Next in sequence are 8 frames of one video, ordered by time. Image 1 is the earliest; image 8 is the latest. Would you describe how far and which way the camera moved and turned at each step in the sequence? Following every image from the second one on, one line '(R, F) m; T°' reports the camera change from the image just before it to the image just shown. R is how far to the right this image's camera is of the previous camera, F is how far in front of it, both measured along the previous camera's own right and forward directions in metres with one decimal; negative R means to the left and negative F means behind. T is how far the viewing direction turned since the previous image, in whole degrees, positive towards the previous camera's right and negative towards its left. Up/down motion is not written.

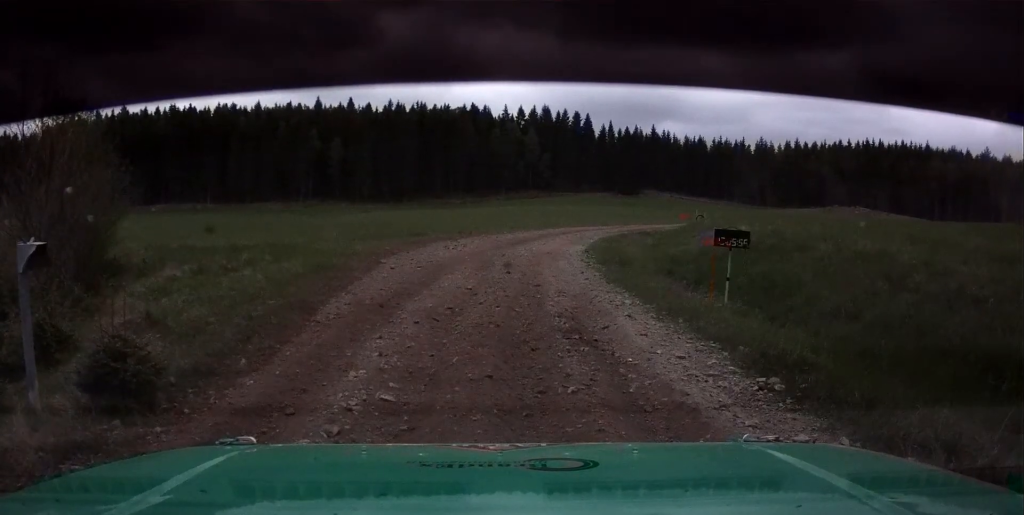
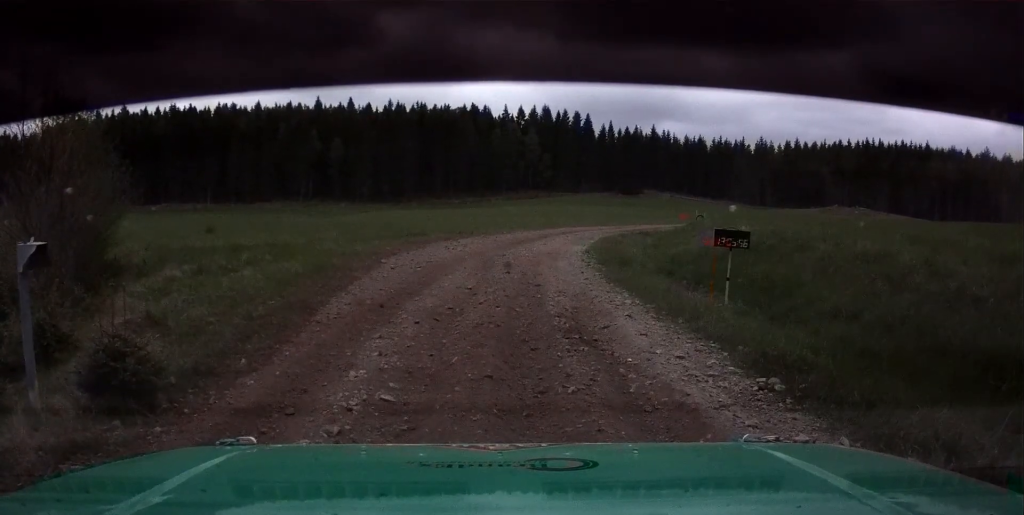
(0.0, 0.0) m; 0°
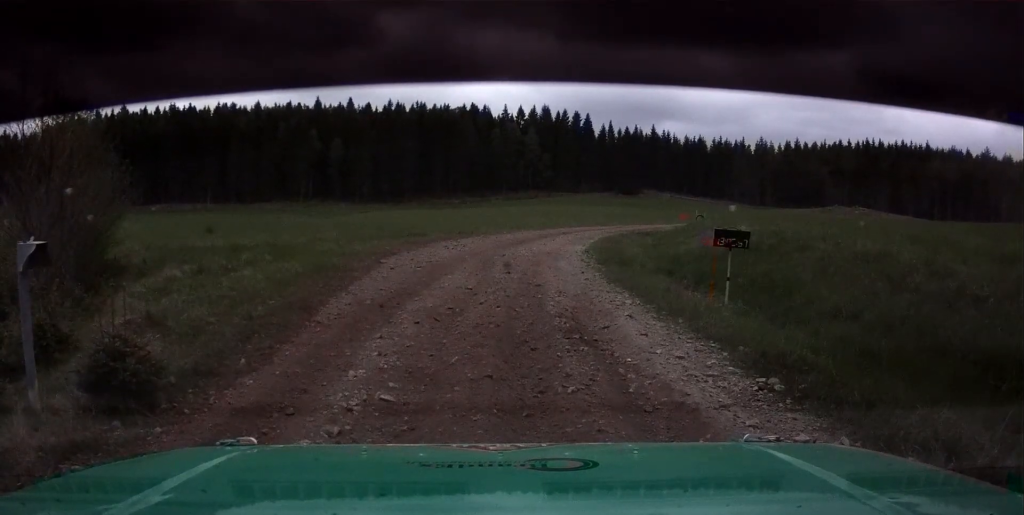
(0.0, 0.0) m; 0°
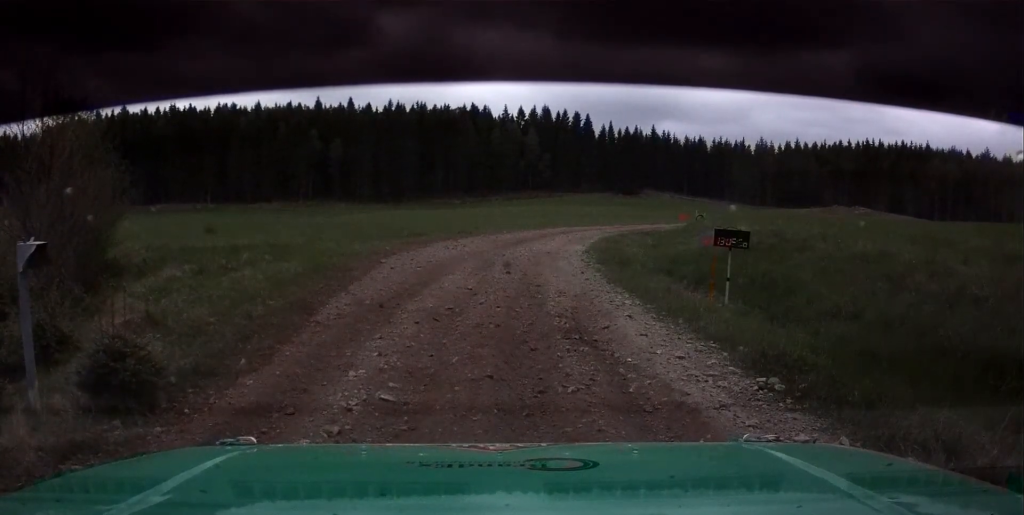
(0.0, 0.0) m; 0°
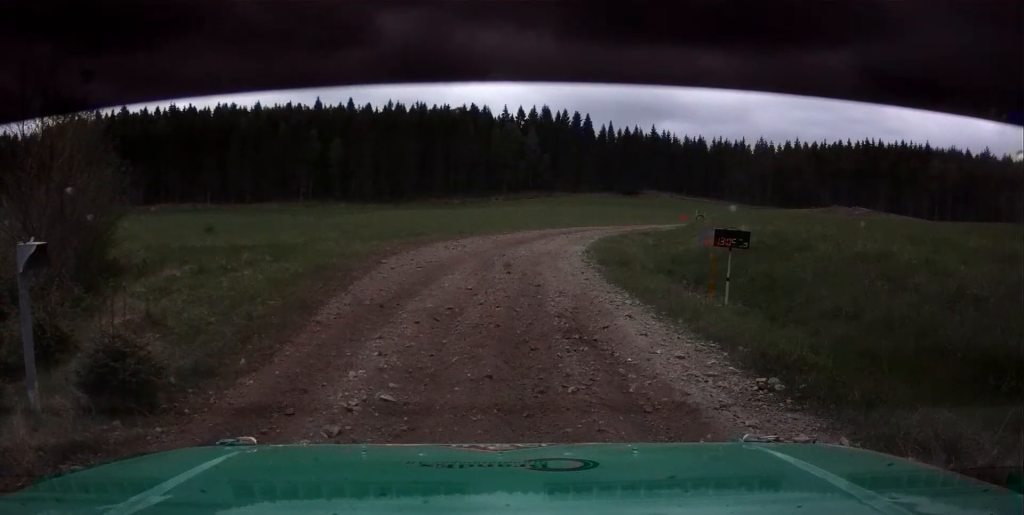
(0.0, 0.0) m; 0°
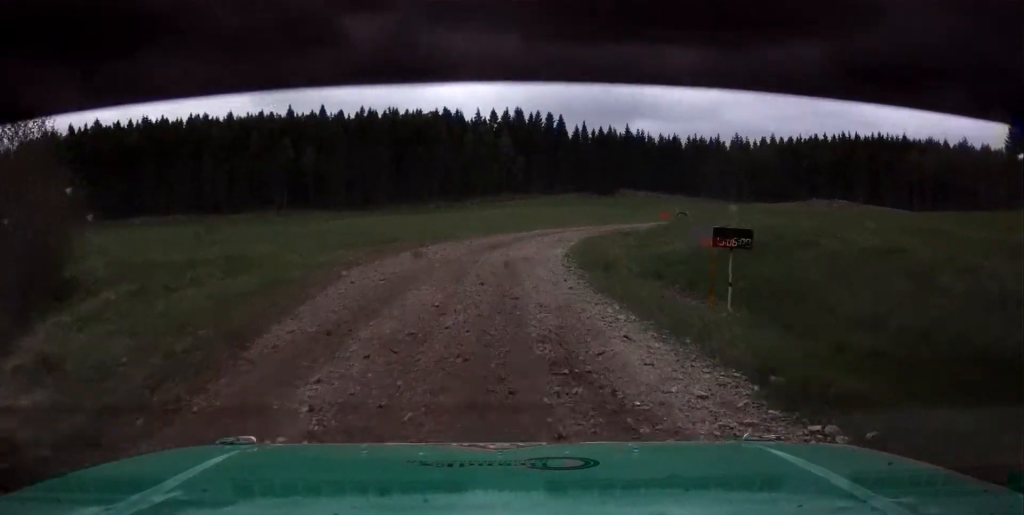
(-0.1, +2.3) m; 0°
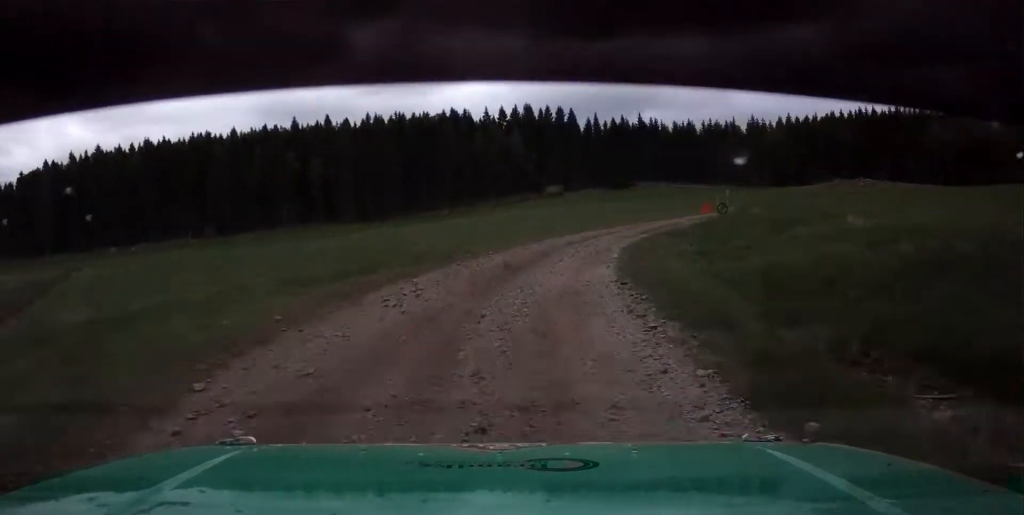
(0.0, +8.0) m; 0°
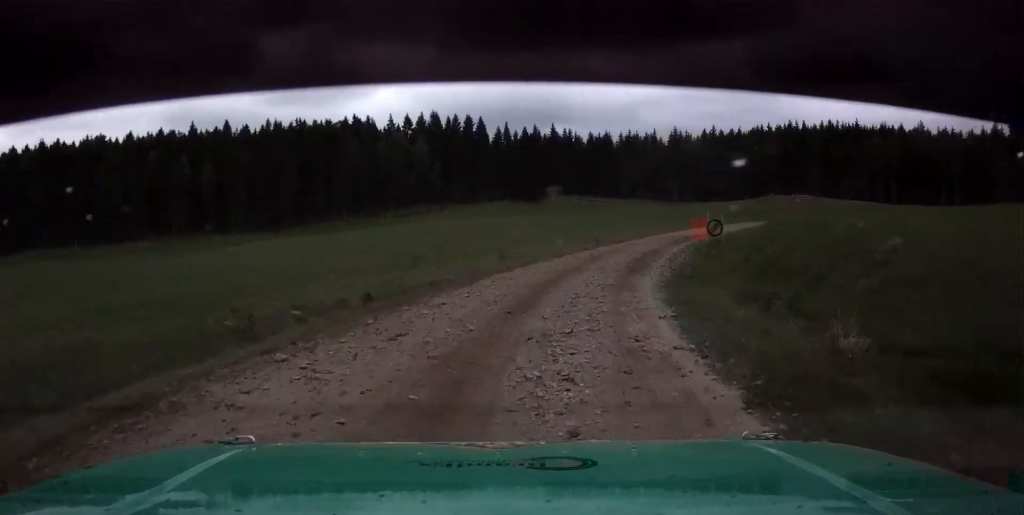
(+0.7, +16.5) m; +8°
